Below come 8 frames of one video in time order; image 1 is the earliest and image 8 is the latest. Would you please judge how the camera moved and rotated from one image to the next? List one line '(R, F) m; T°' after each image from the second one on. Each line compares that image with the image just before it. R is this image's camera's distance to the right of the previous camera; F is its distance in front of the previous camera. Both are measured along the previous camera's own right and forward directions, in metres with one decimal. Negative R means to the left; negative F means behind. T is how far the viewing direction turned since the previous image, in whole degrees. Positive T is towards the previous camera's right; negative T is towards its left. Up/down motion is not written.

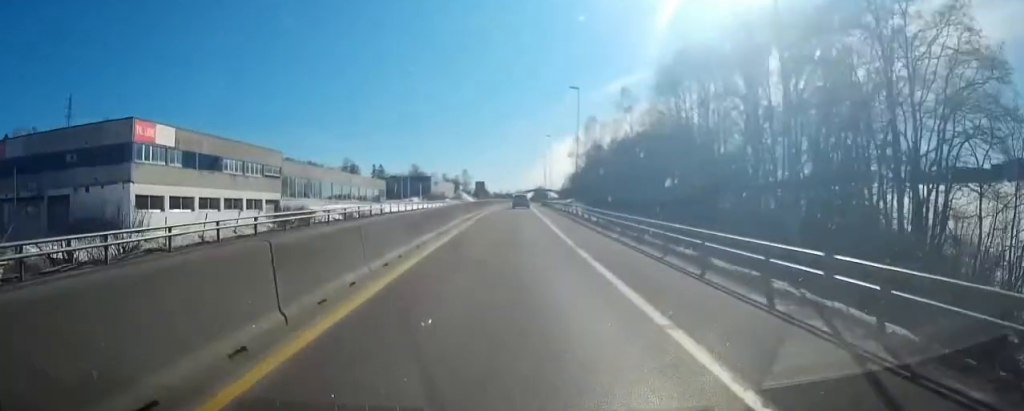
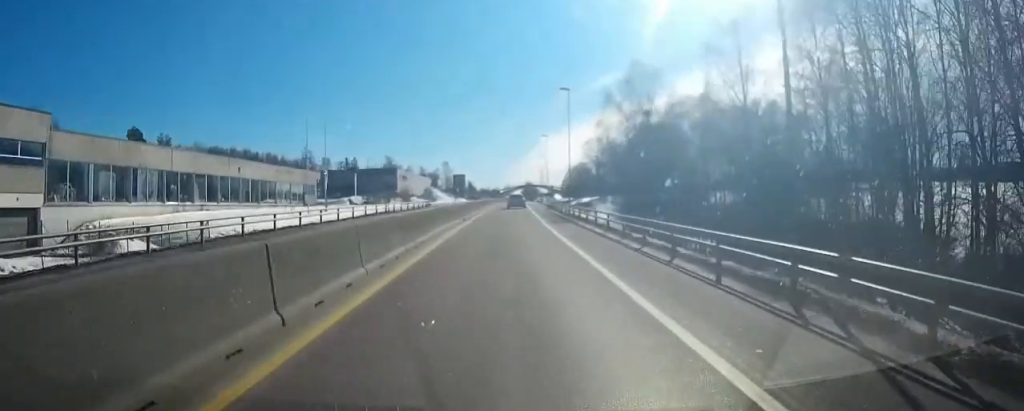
(+0.6, +39.6) m; +1°
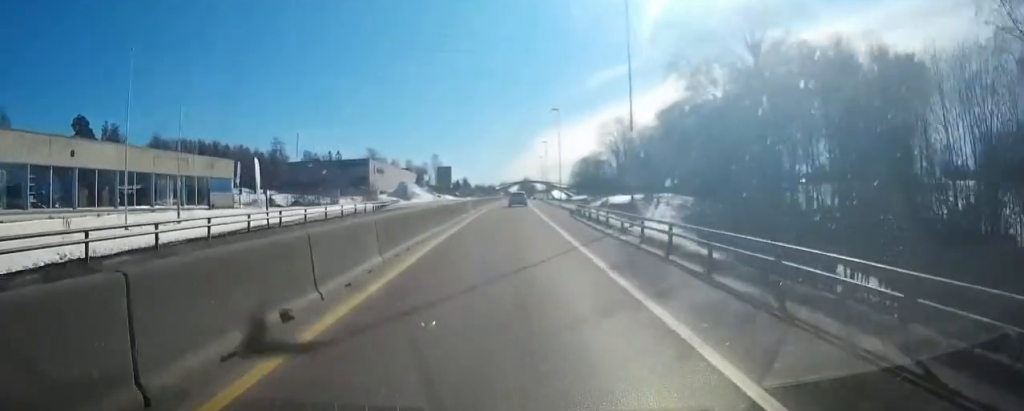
(0.0, +26.6) m; 0°
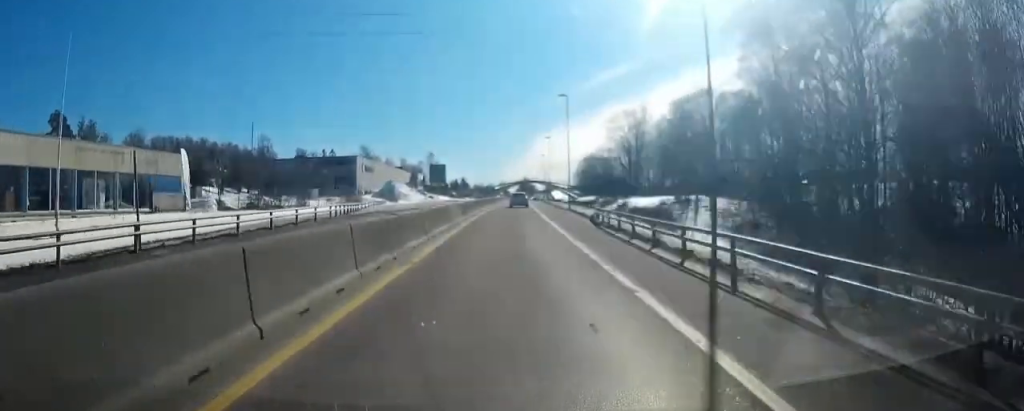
(0.0, +10.1) m; 0°
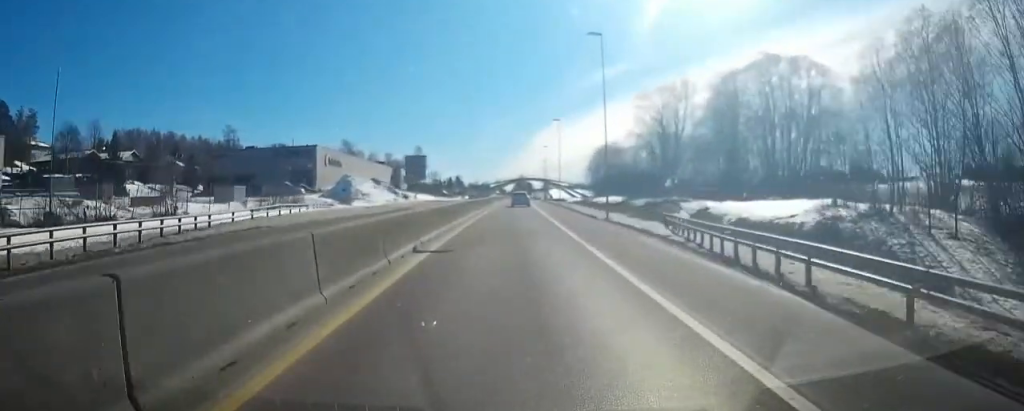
(+0.2, +22.2) m; +1°
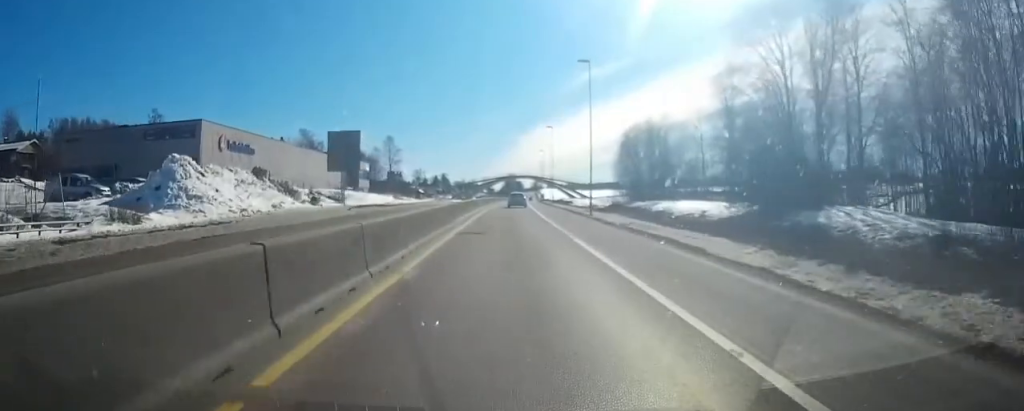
(+0.1, +33.7) m; 0°
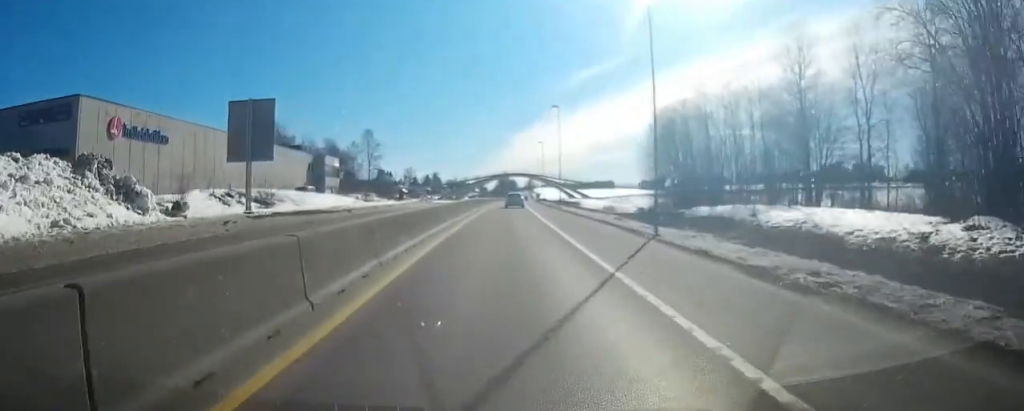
(0.0, +18.7) m; +1°
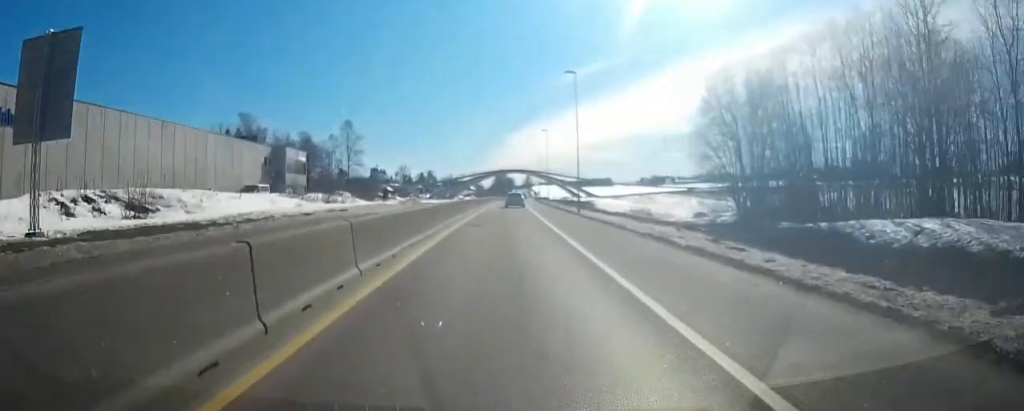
(+0.1, +17.2) m; +1°
